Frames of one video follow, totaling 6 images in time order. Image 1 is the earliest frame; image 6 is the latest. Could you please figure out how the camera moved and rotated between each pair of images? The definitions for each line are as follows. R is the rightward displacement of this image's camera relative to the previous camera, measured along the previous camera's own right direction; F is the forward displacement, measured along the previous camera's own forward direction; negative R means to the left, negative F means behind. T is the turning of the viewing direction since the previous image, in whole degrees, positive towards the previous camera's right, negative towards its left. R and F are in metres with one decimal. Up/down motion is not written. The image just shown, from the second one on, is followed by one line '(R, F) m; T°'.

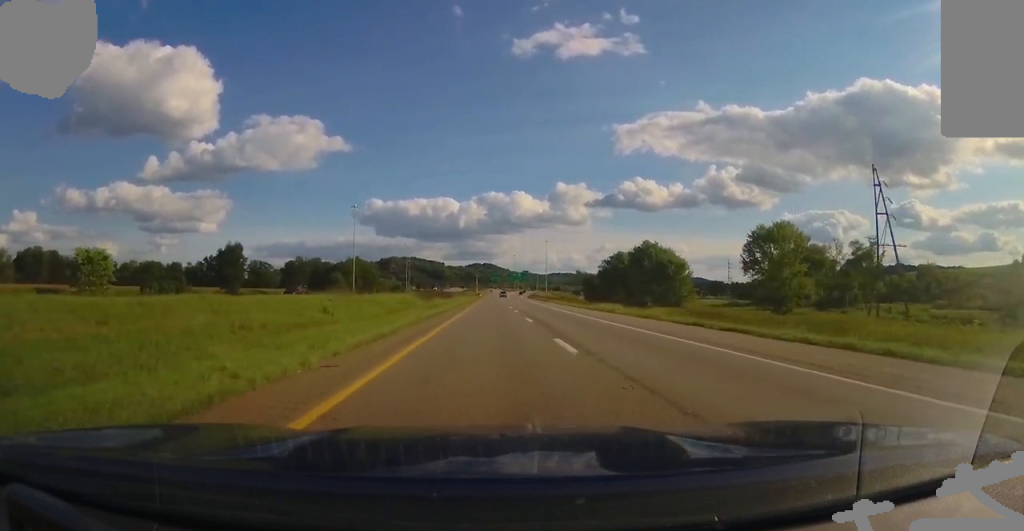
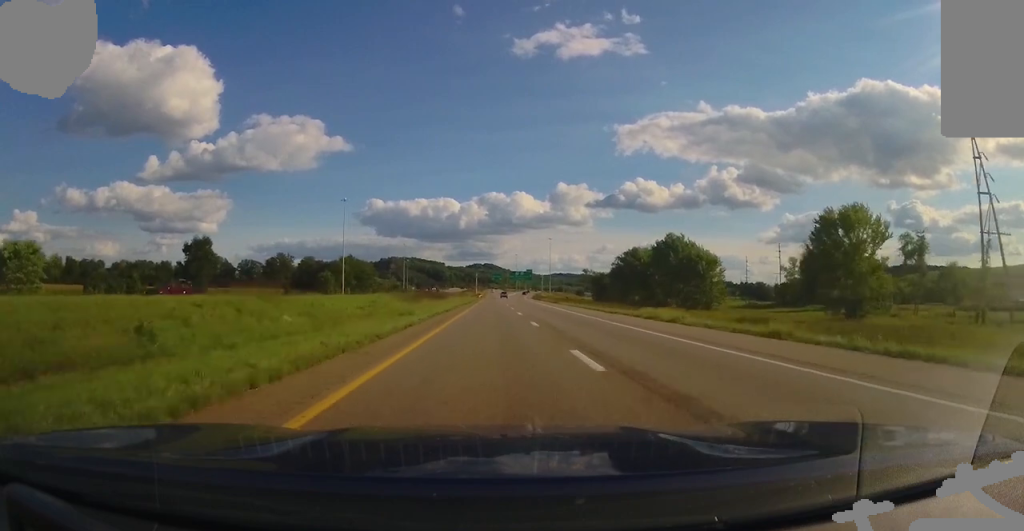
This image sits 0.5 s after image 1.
(+0.1, +15.8) m; 0°
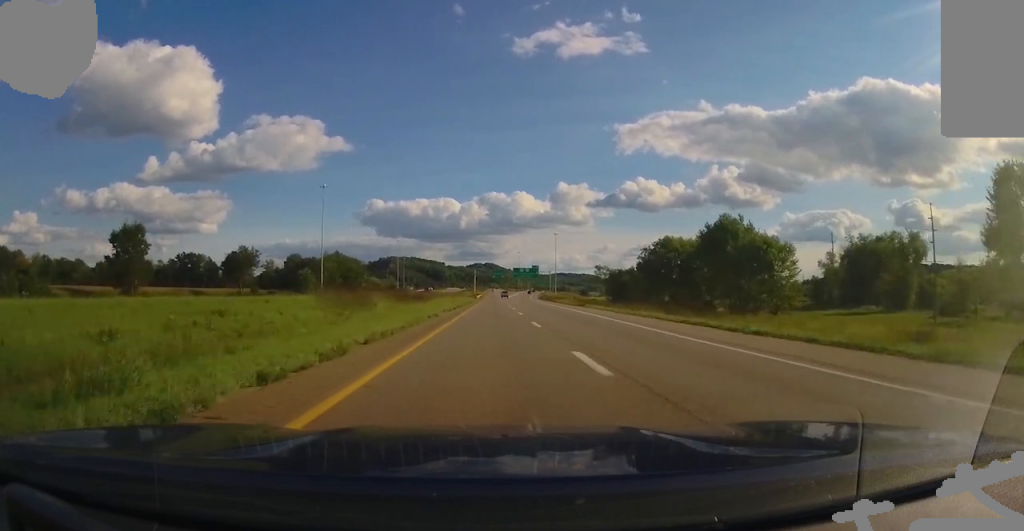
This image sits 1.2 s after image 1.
(0.0, +24.8) m; 0°
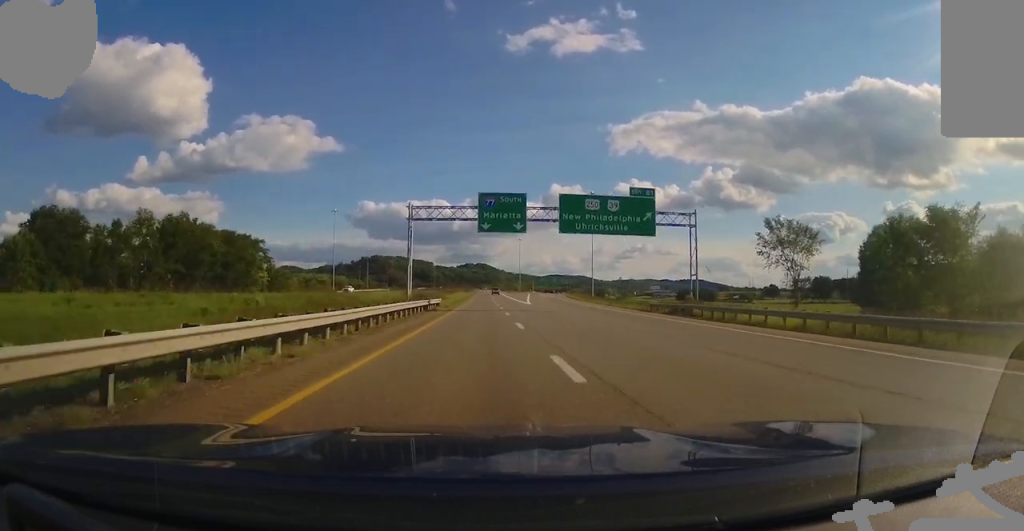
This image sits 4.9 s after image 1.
(+0.1, +123.8) m; +1°
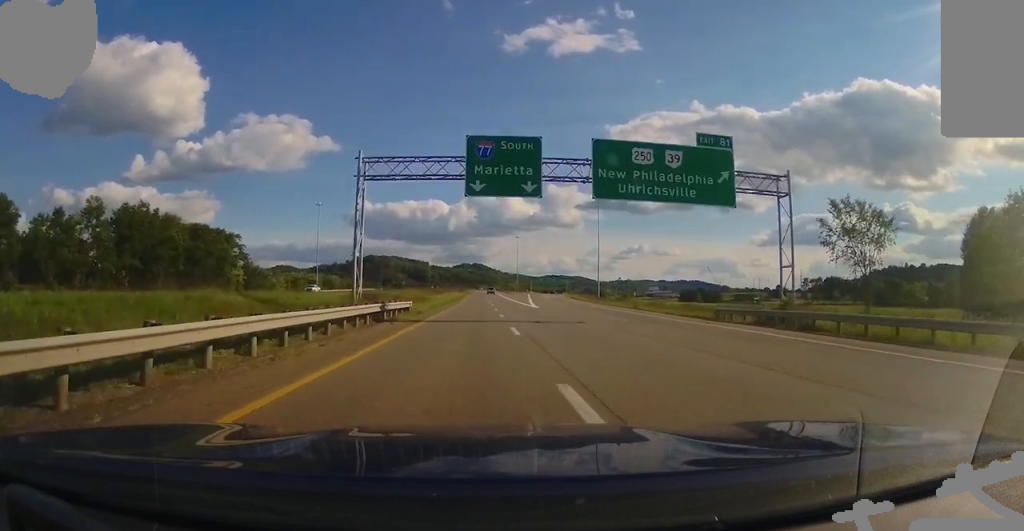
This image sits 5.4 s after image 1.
(+0.1, +15.8) m; 0°
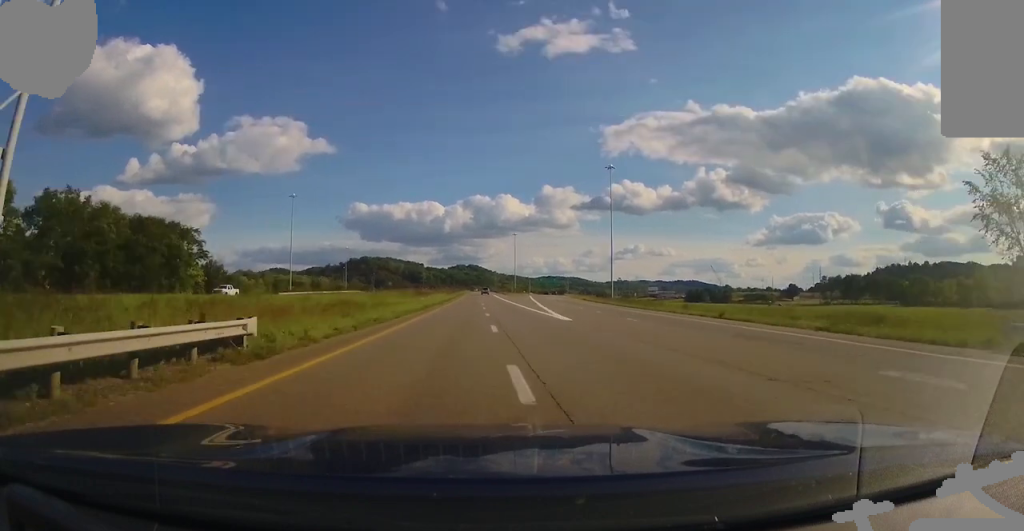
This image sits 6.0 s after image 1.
(+0.1, +22.5) m; 0°
